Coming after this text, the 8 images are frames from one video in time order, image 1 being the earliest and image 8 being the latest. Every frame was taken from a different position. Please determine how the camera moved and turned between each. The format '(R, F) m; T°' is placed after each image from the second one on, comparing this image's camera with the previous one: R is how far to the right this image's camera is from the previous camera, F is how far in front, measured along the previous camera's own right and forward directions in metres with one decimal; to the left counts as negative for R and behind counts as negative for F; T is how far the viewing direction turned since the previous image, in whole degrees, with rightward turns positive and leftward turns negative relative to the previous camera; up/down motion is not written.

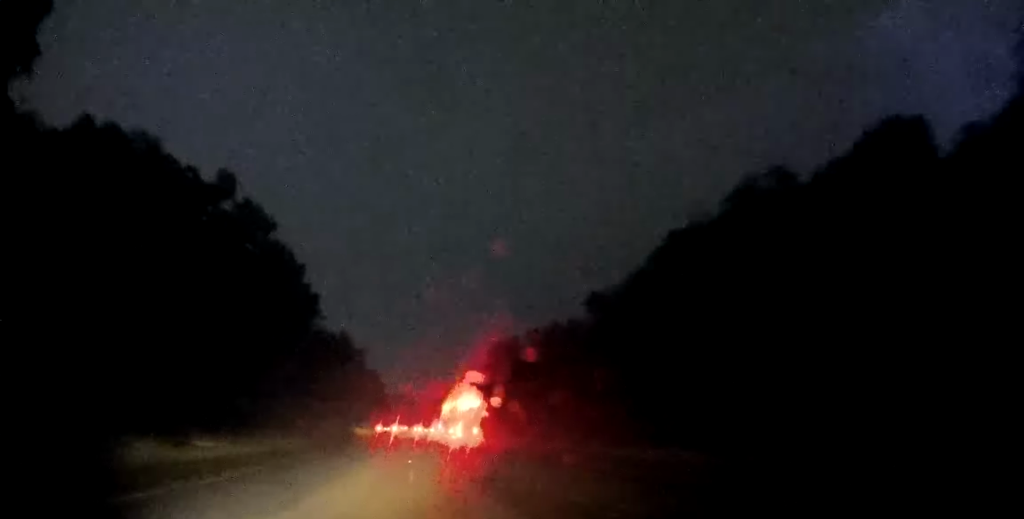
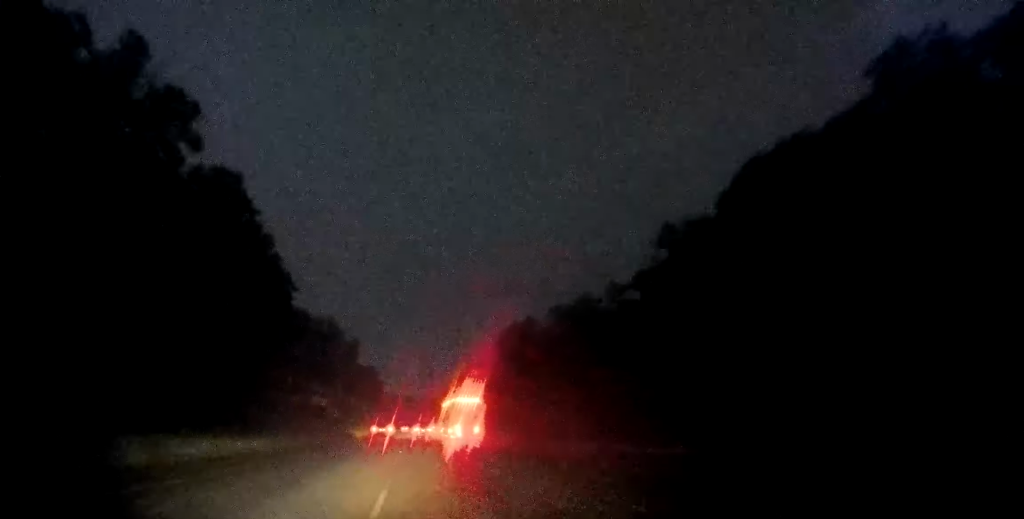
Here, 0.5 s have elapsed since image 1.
(+0.6, +17.1) m; +1°
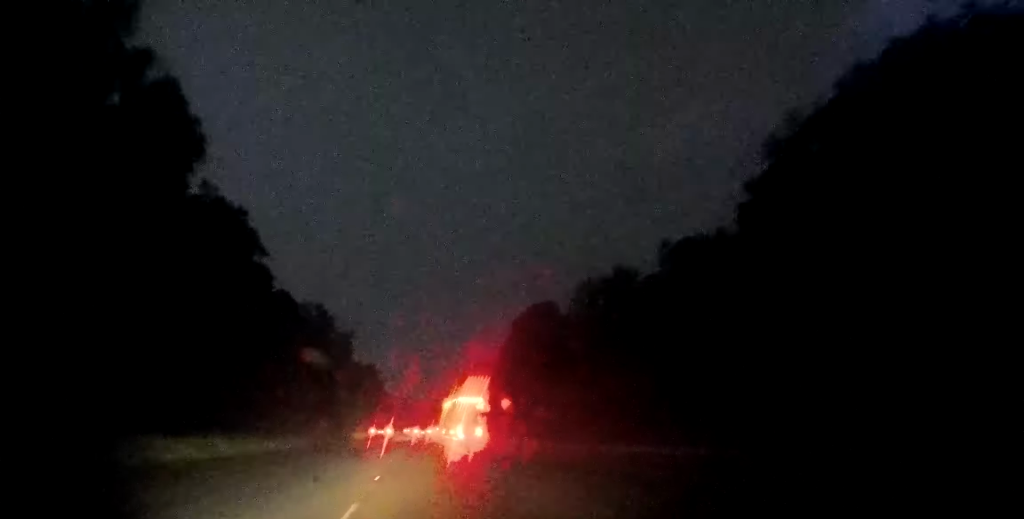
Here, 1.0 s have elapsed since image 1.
(+0.3, +14.0) m; +1°
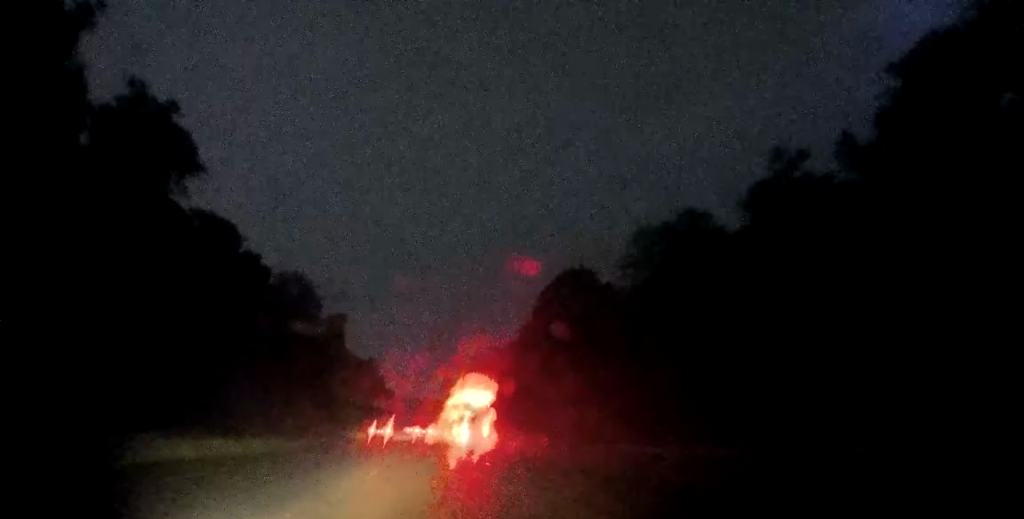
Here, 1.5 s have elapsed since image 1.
(-0.2, +17.1) m; -1°
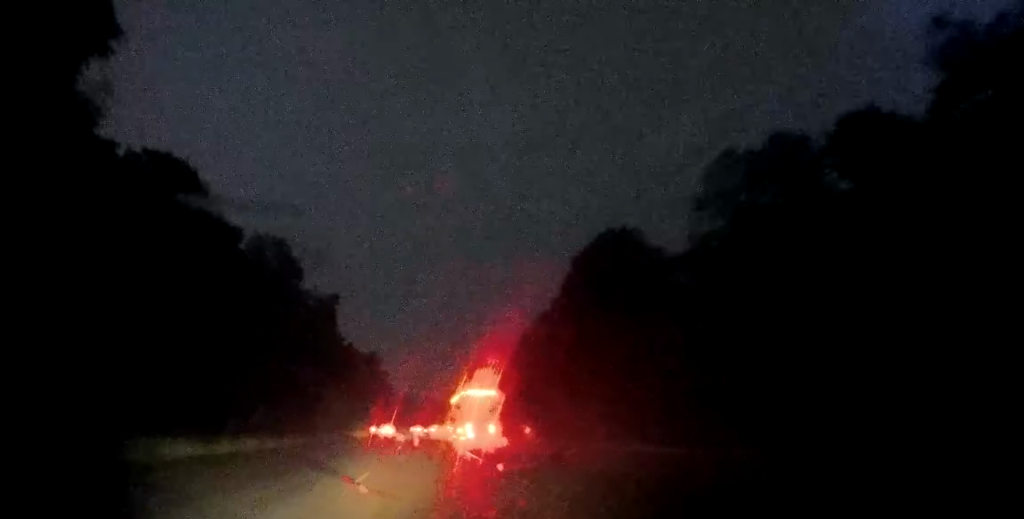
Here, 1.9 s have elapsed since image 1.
(+0.1, +13.9) m; -1°
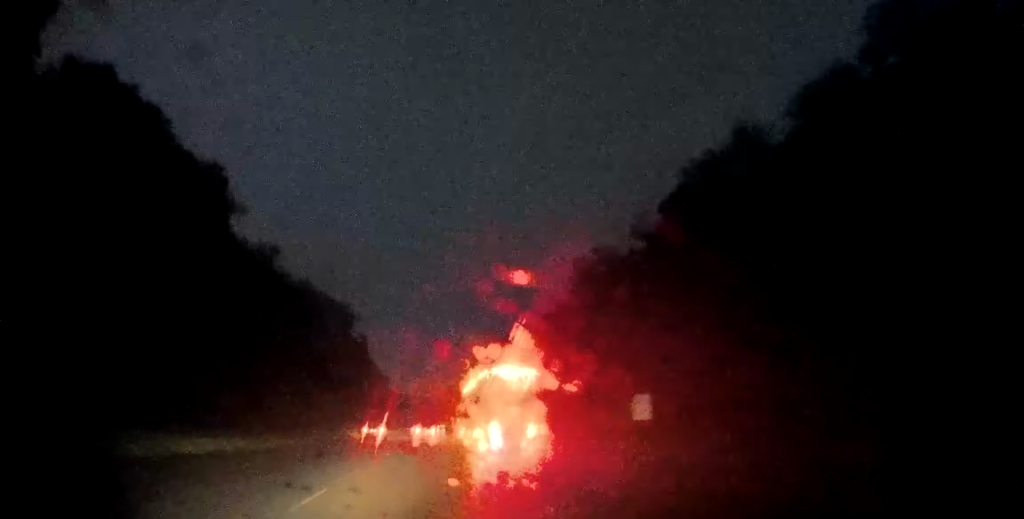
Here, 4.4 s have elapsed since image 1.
(-0.3, +79.3) m; 0°
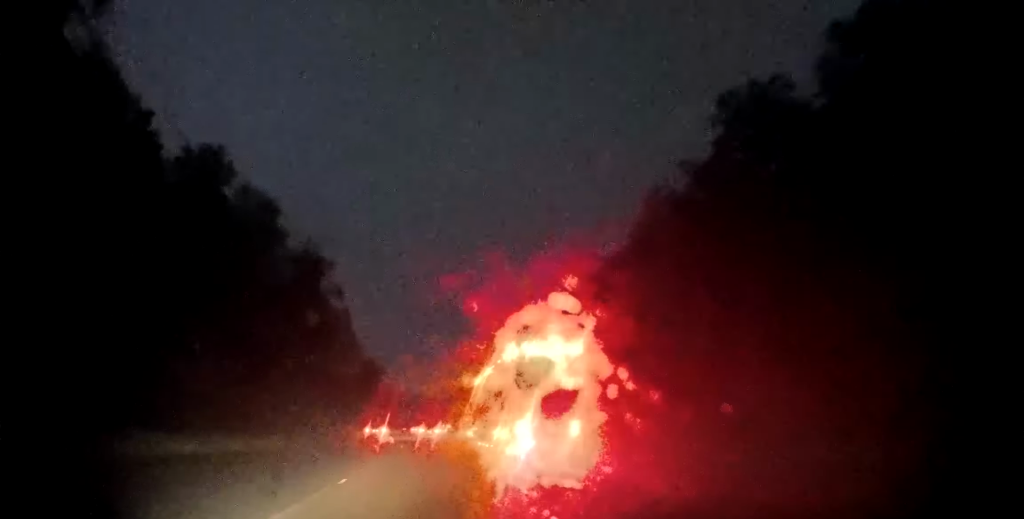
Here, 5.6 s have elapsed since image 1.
(+0.1, +39.7) m; 0°
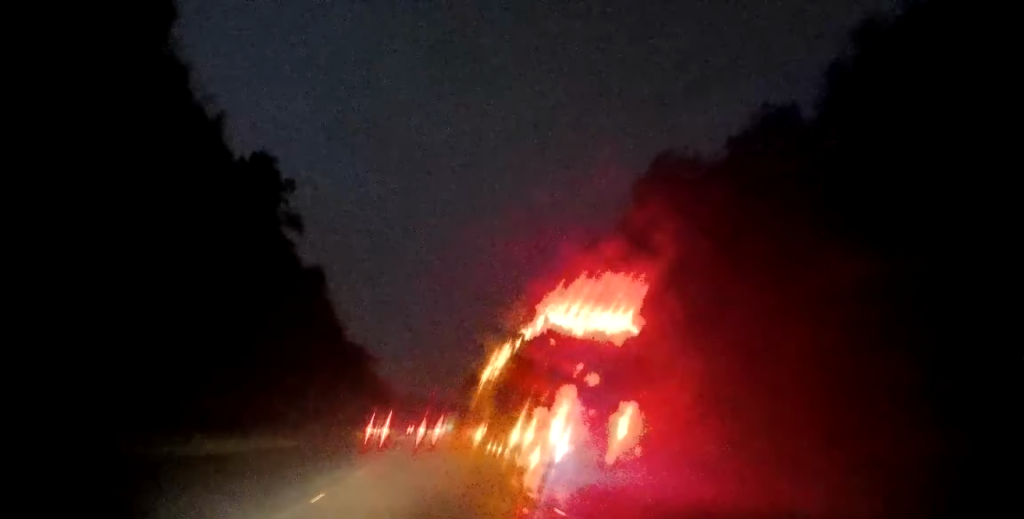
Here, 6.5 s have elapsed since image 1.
(-0.3, +27.8) m; 0°
